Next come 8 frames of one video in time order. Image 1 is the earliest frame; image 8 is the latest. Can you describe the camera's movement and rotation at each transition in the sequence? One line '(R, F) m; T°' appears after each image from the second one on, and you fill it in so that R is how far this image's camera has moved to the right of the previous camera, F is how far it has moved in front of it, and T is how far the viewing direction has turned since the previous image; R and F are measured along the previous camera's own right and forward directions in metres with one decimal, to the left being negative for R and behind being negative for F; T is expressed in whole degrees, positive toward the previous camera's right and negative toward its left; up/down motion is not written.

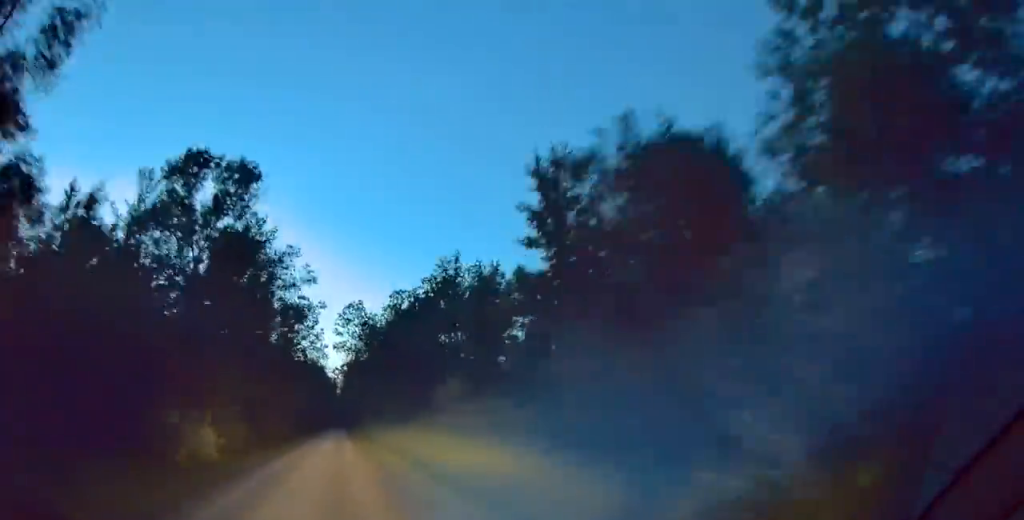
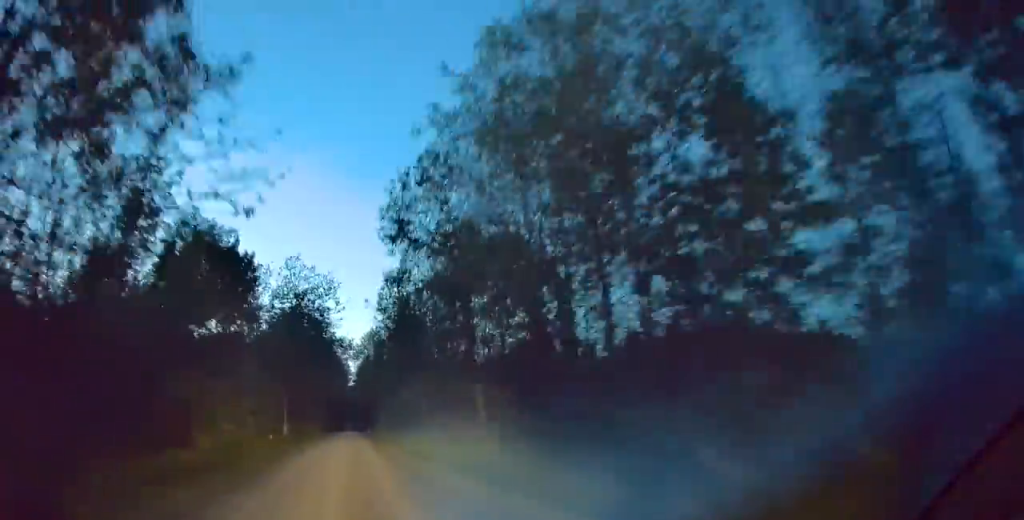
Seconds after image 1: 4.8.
(-0.4, +63.0) m; 0°
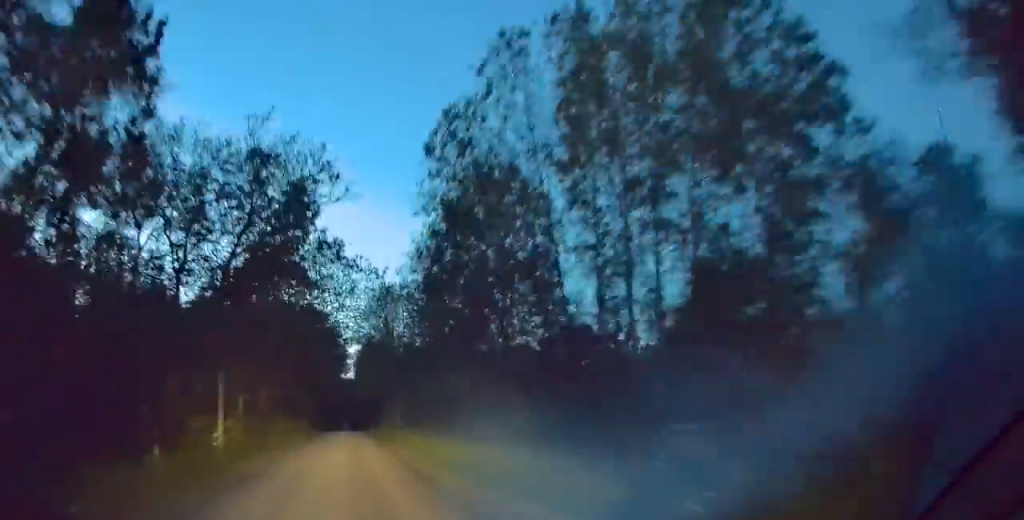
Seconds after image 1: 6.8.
(0.0, +28.1) m; 0°
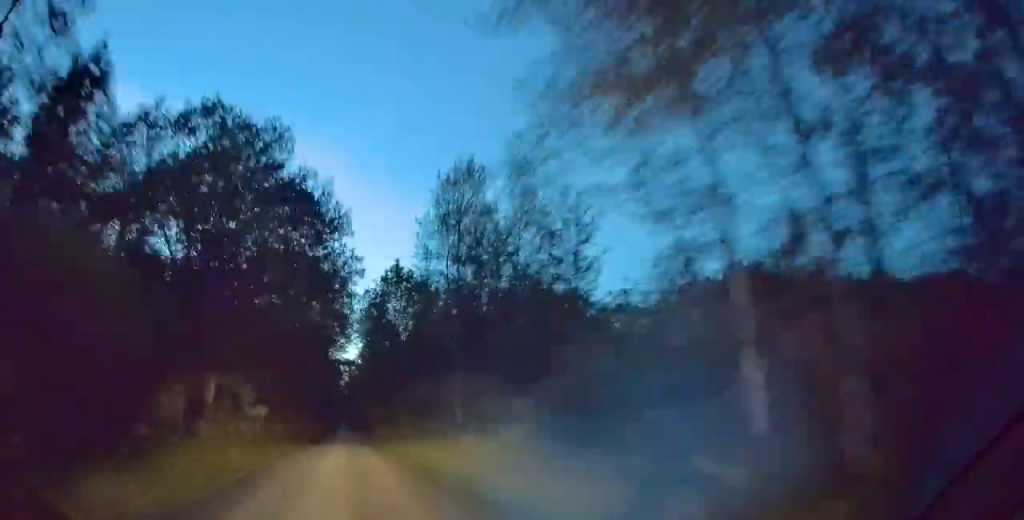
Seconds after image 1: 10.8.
(+0.4, +58.0) m; +1°
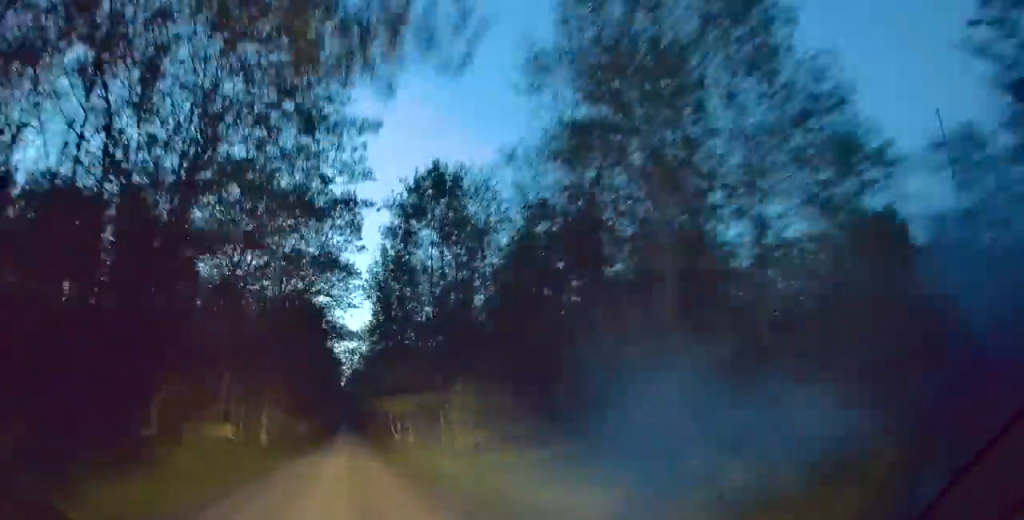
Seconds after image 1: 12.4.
(+0.1, +23.8) m; 0°
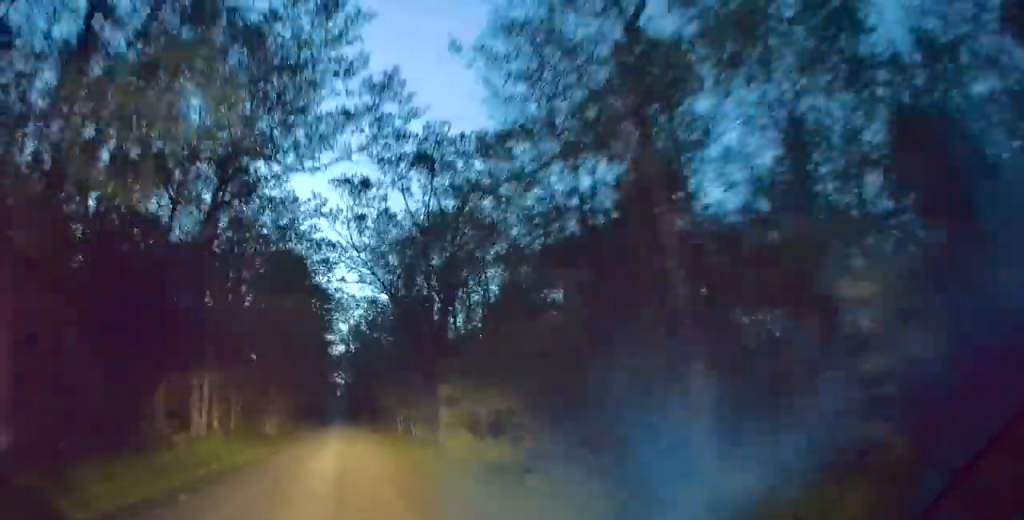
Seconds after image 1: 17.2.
(+0.1, +72.9) m; 0°
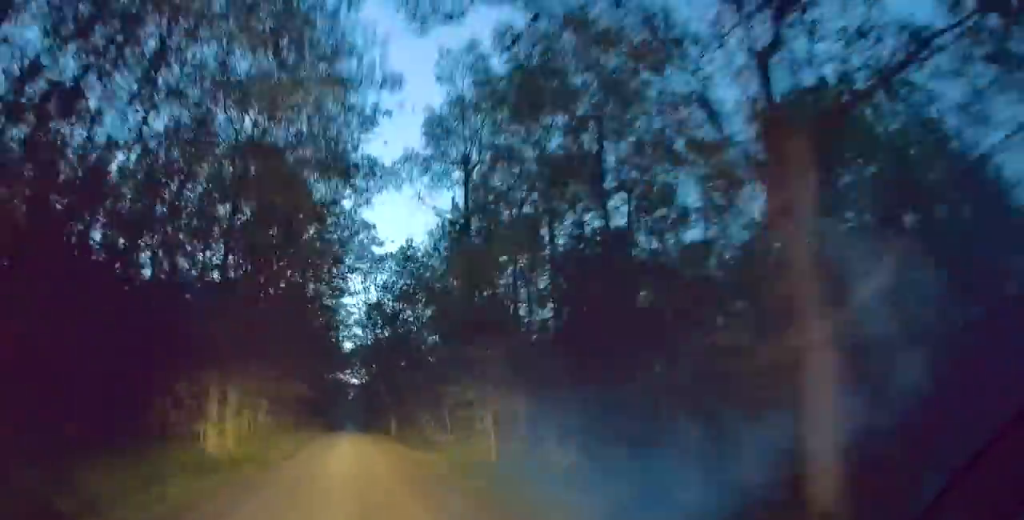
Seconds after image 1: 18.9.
(0.0, +26.3) m; 0°
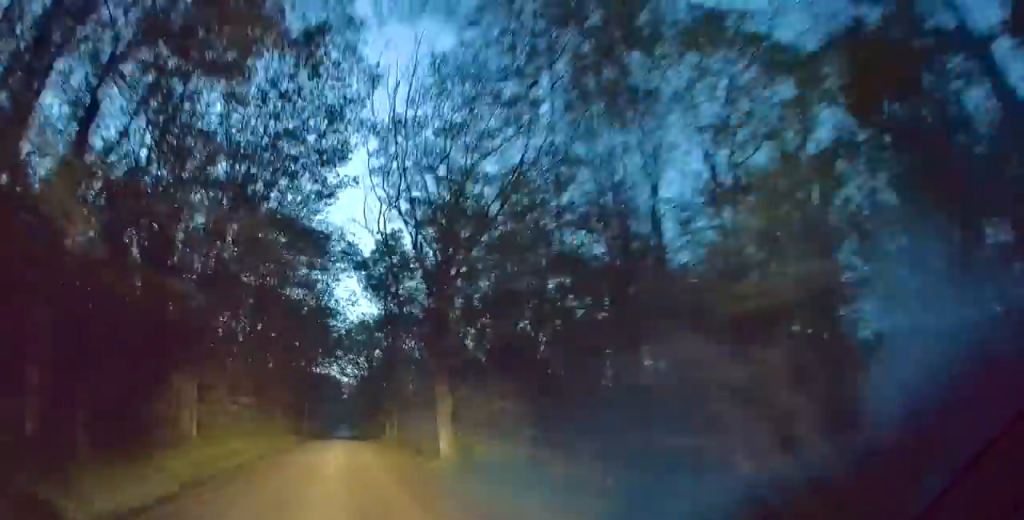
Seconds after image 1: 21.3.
(0.0, +36.0) m; 0°
